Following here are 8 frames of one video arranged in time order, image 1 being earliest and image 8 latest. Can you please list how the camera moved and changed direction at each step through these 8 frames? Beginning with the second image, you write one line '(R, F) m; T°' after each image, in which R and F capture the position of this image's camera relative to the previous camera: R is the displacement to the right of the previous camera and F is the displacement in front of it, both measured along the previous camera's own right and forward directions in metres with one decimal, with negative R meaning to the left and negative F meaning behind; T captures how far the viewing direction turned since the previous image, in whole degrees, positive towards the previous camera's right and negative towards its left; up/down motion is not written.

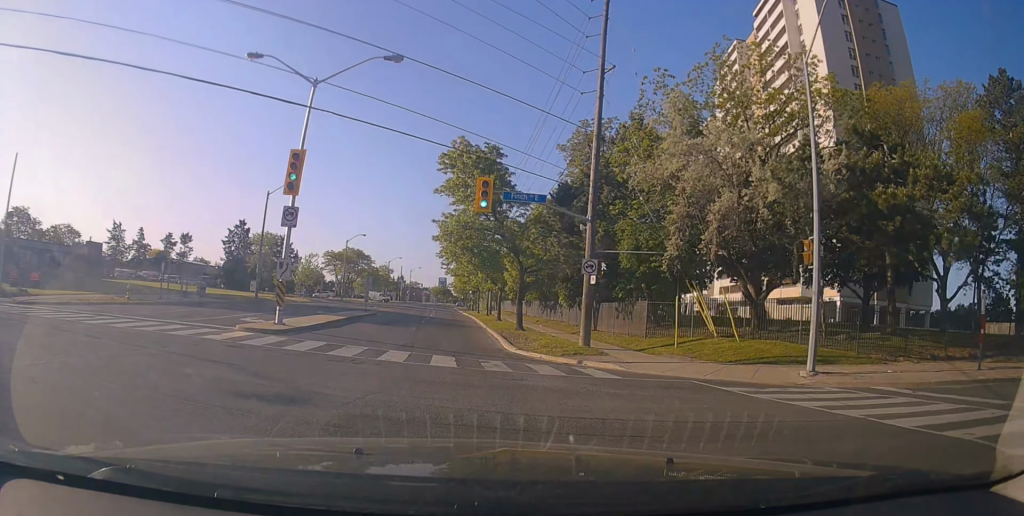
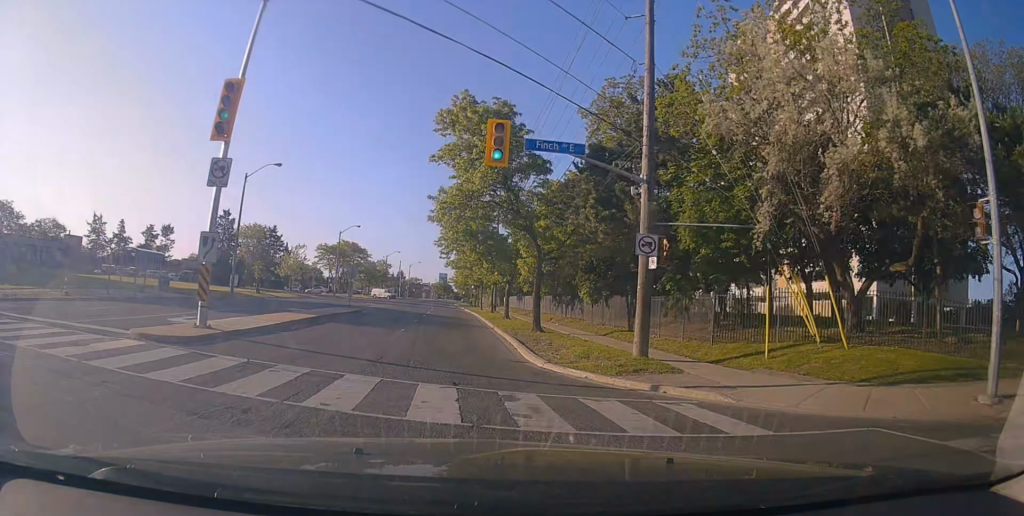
(-0.4, +6.4) m; -2°
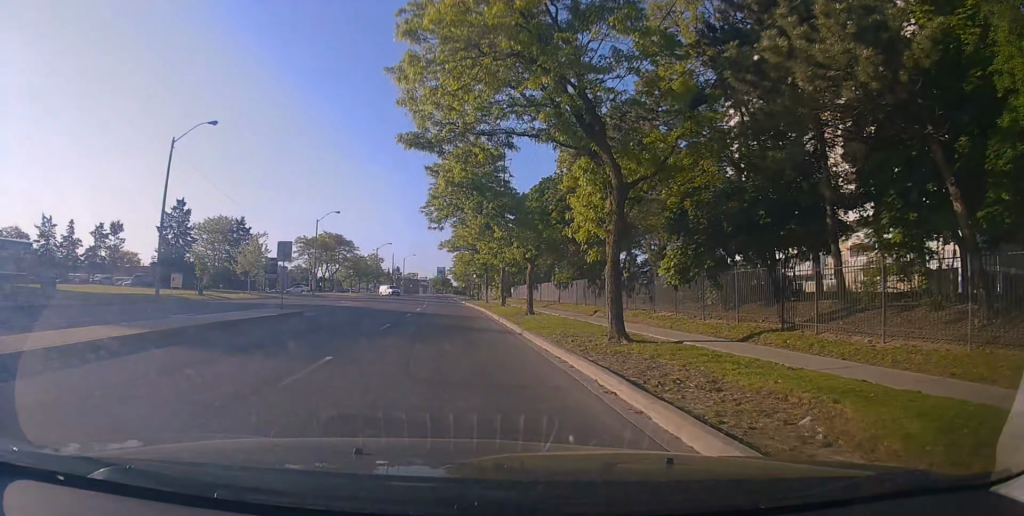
(0.0, +12.7) m; +2°
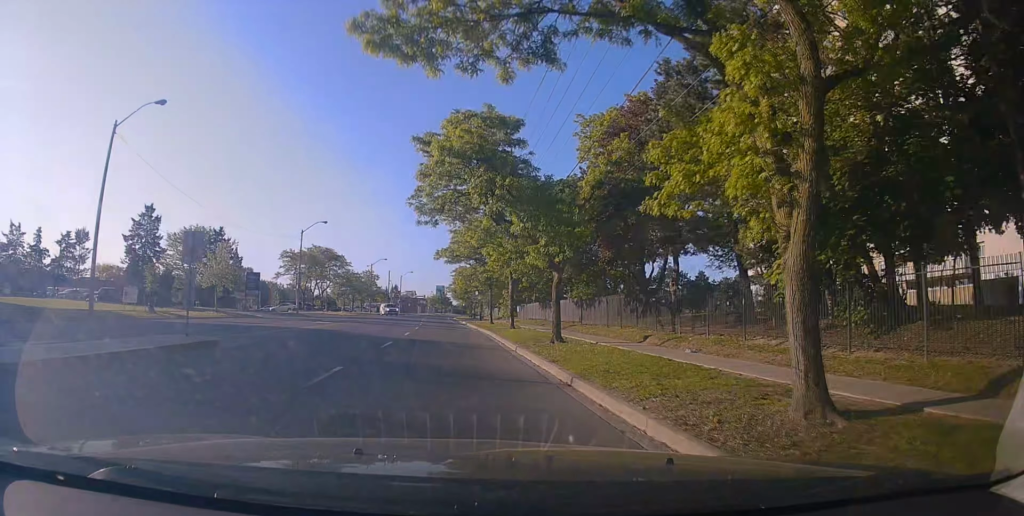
(+0.3, +7.8) m; +1°
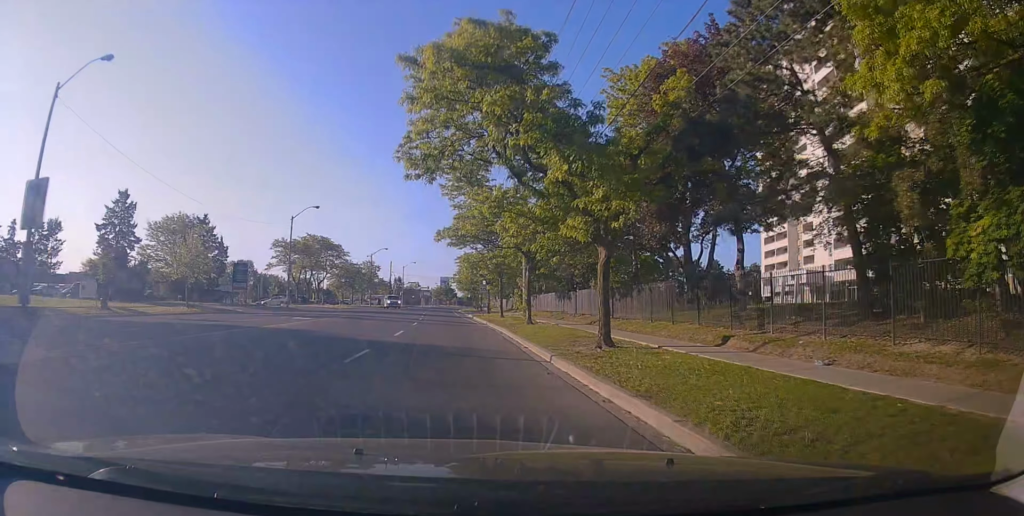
(+0.1, +6.5) m; 0°
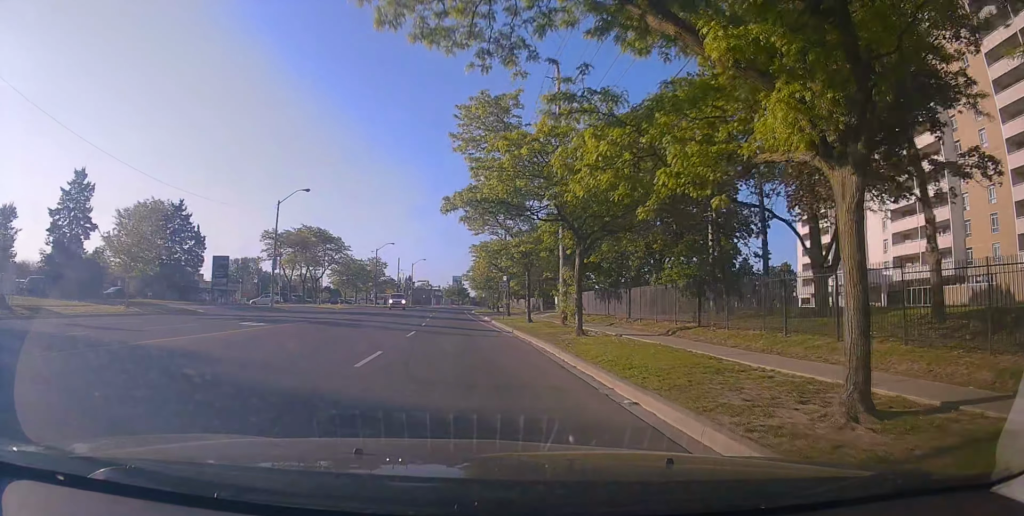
(+0.1, +9.9) m; -2°
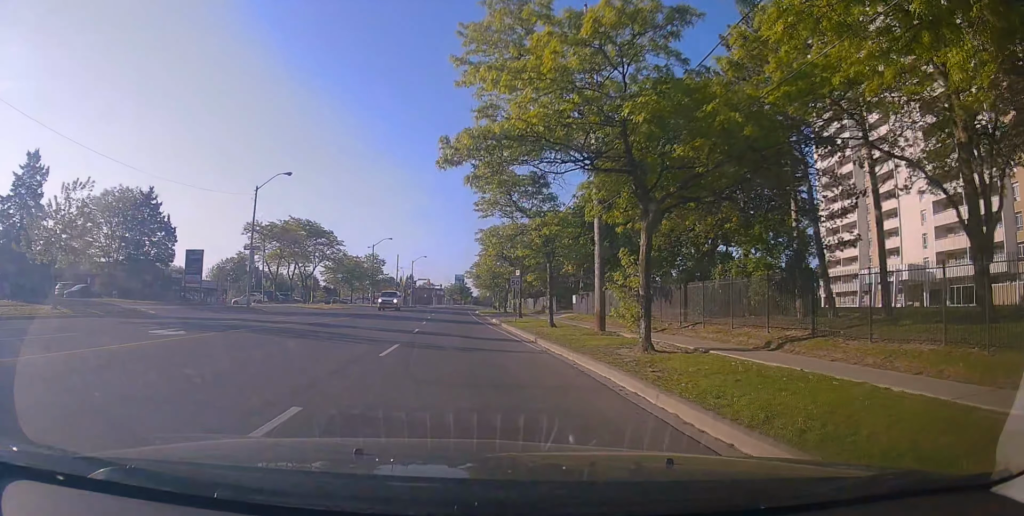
(-0.2, +8.2) m; -2°
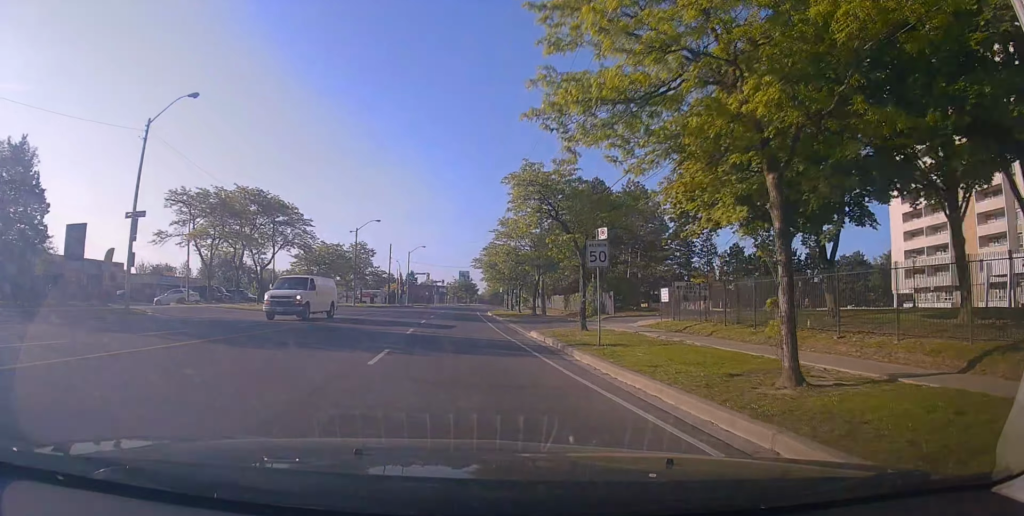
(-0.6, +23.0) m; -2°
